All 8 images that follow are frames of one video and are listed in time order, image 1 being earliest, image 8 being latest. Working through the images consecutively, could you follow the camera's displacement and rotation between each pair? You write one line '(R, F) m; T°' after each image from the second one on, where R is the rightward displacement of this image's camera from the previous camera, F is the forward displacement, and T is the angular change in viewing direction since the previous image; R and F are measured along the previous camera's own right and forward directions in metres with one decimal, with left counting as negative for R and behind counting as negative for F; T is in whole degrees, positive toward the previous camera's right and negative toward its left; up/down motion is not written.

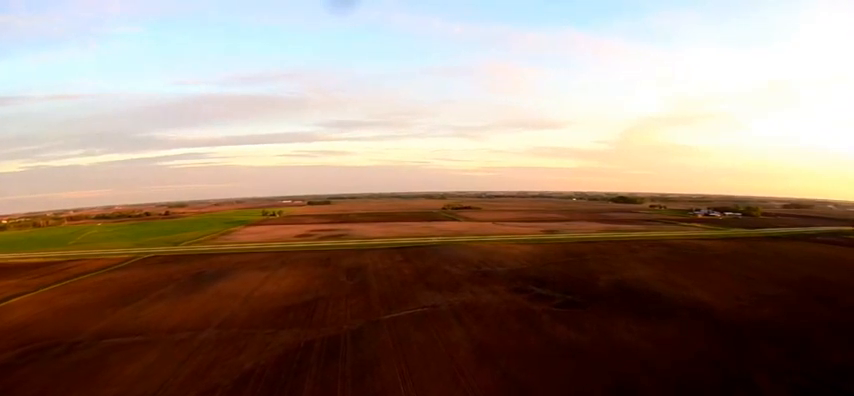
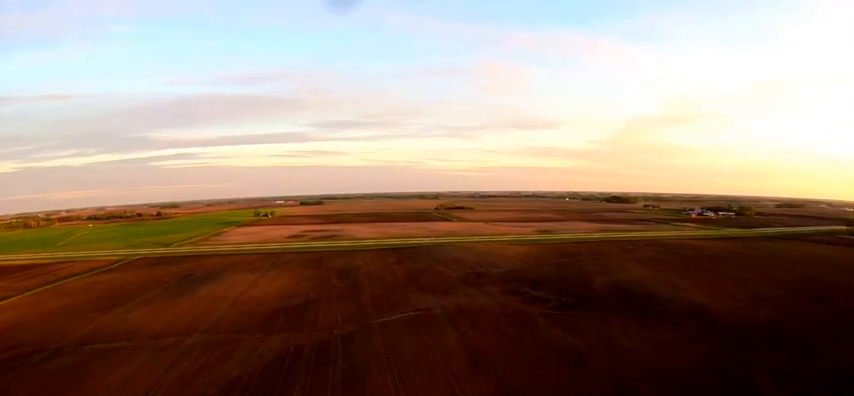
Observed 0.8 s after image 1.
(0.0, +5.5) m; 0°
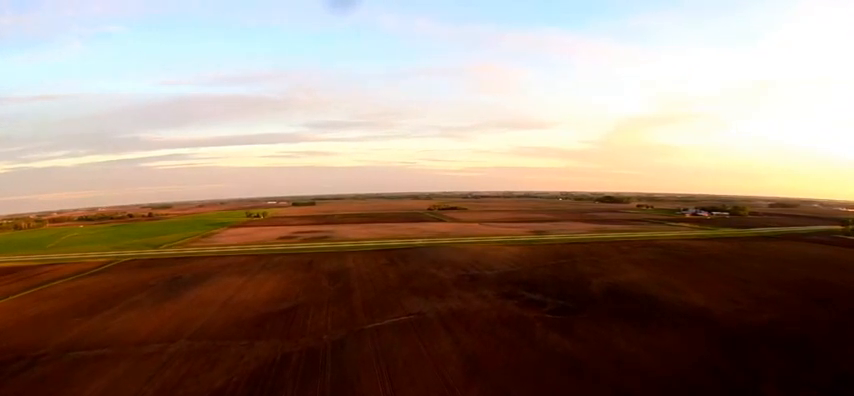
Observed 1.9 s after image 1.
(0.0, +7.4) m; -1°
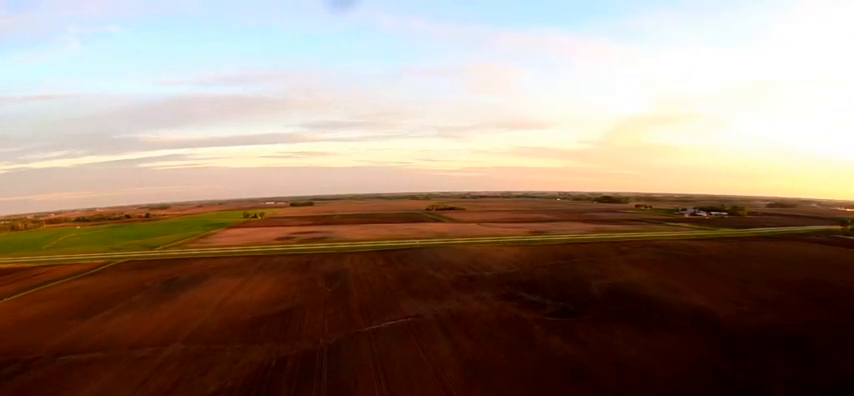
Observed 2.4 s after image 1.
(0.0, +3.3) m; 0°
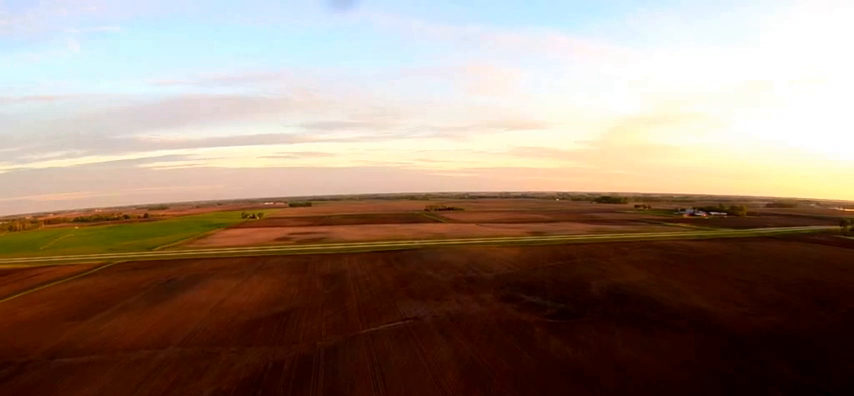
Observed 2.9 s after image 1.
(0.0, +2.9) m; 0°
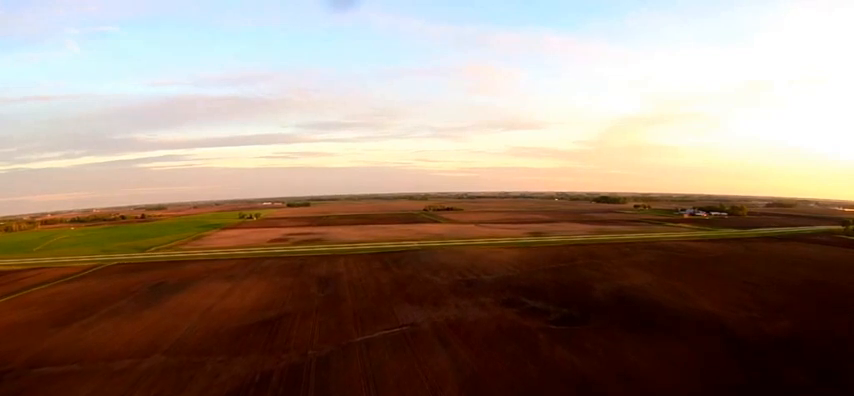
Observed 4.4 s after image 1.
(-0.2, +10.2) m; -2°
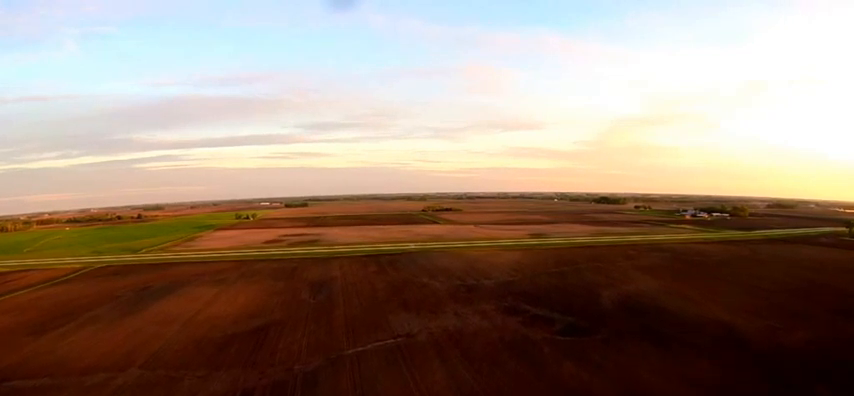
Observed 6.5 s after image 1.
(-0.1, +13.9) m; -1°
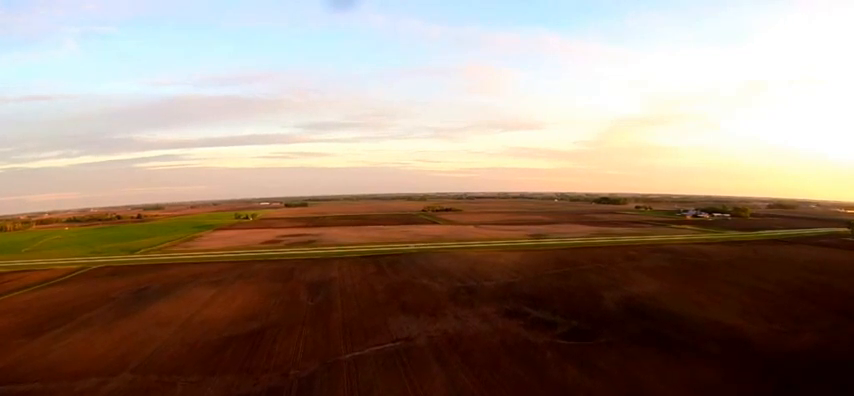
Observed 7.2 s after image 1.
(0.0, +4.4) m; 0°
